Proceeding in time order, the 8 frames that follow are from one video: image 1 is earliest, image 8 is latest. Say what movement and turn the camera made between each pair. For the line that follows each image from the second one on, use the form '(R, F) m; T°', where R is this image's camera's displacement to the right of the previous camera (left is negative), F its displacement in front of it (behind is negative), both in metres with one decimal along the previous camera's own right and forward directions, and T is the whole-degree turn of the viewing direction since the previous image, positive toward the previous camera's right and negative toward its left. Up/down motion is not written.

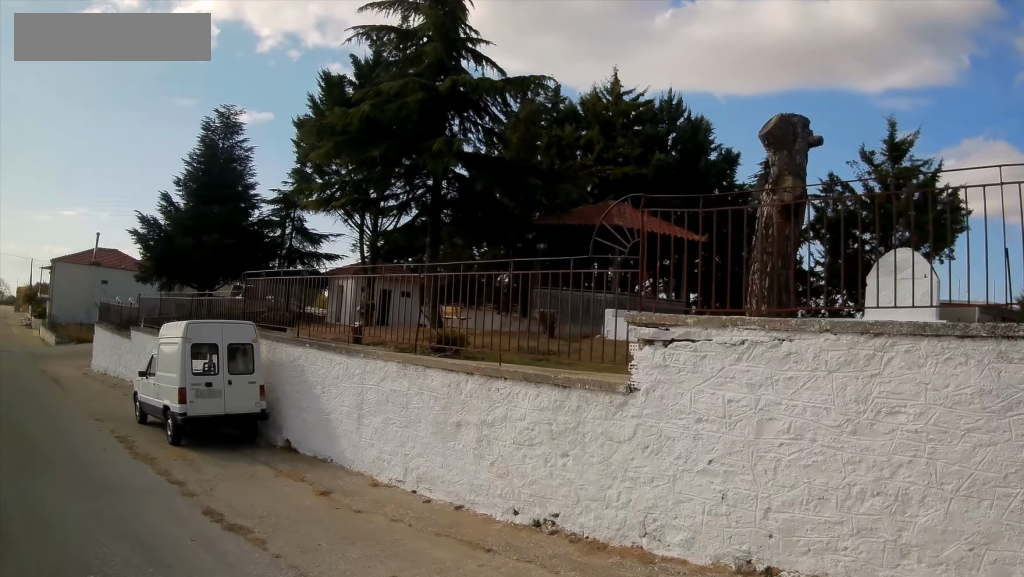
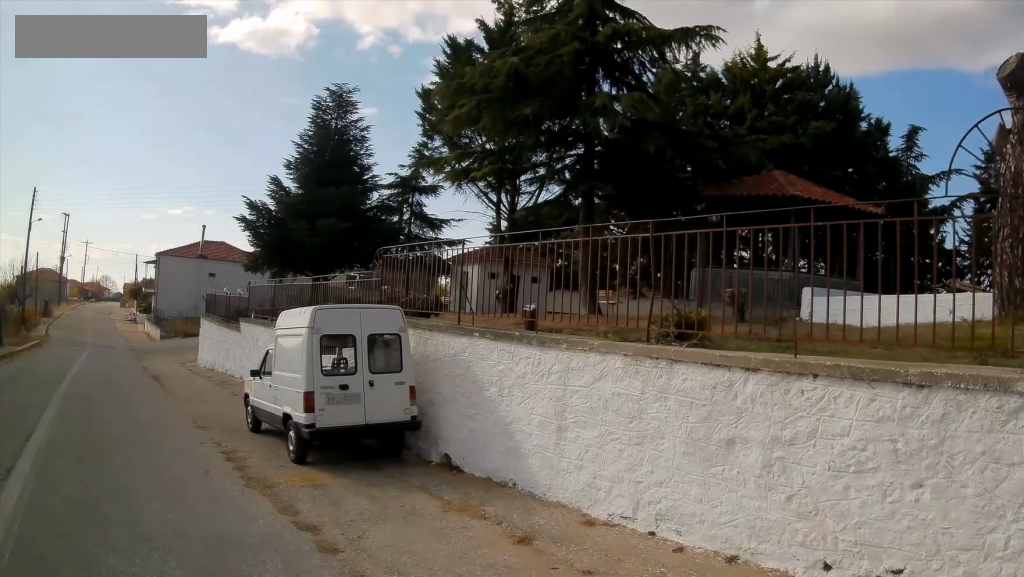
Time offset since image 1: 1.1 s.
(-0.6, +2.2) m; -13°
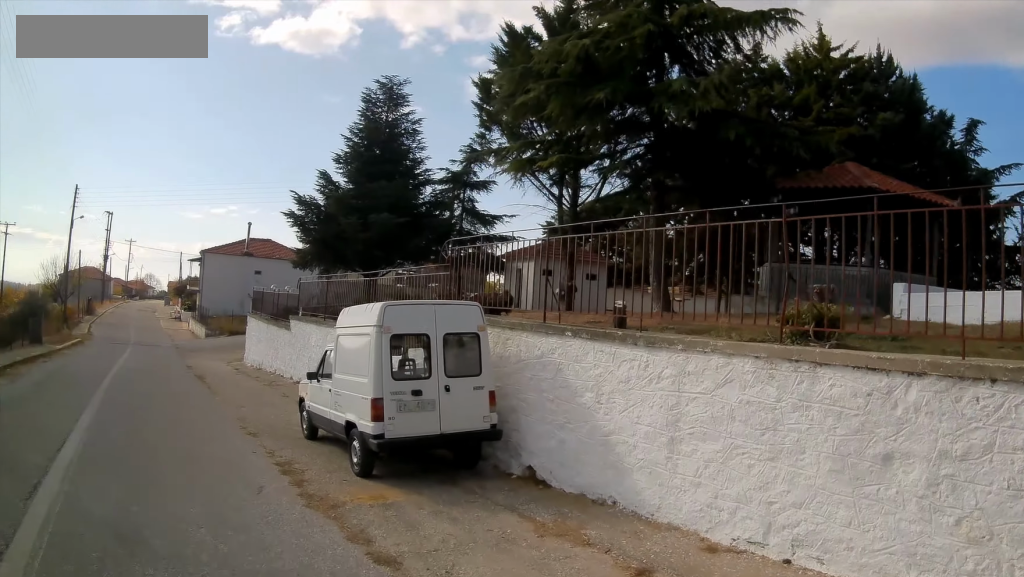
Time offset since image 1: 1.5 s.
(+0.1, +0.9) m; -4°
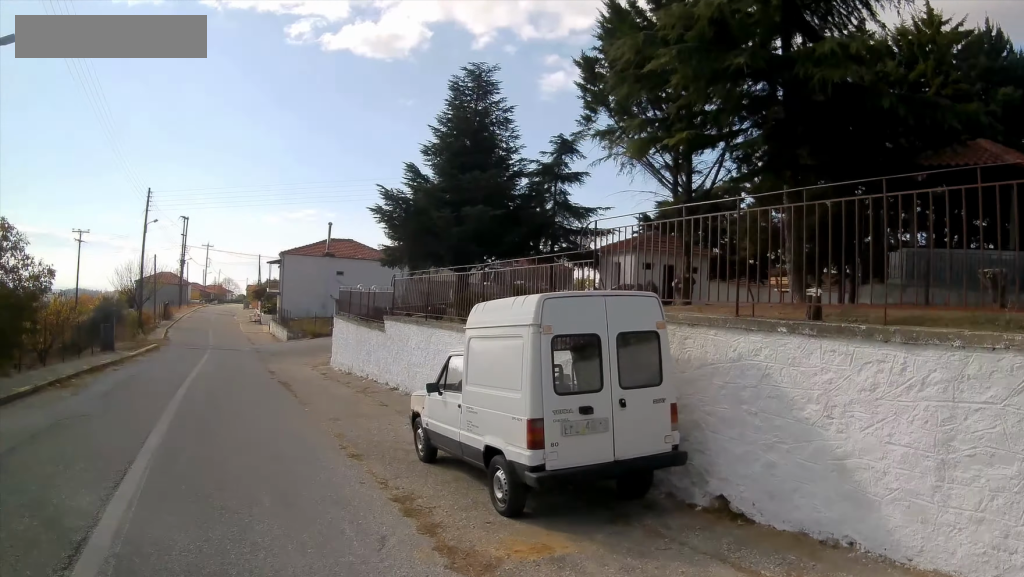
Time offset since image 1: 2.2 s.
(0.0, +1.6) m; -8°
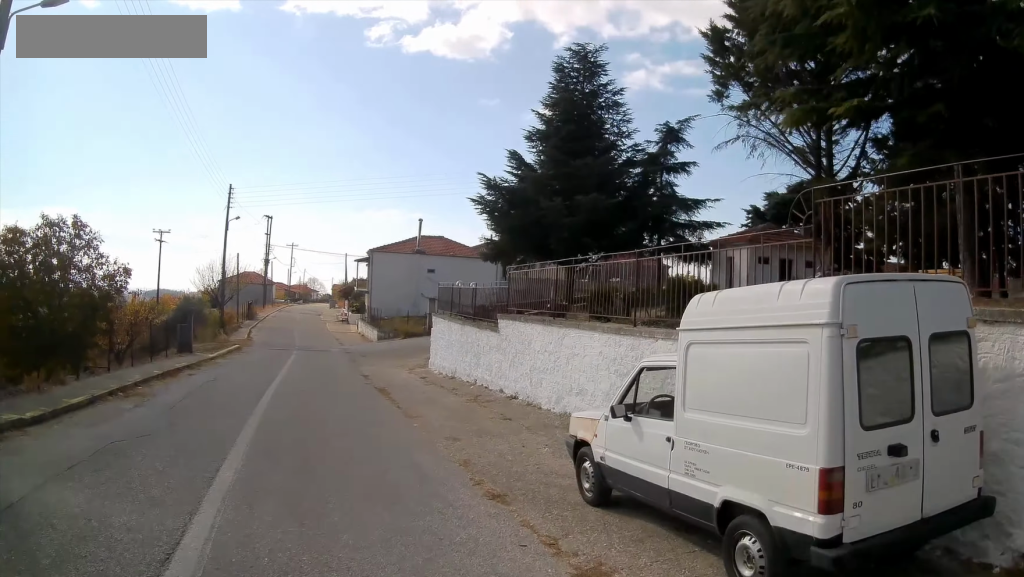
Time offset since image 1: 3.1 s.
(-0.3, +1.8) m; -11°
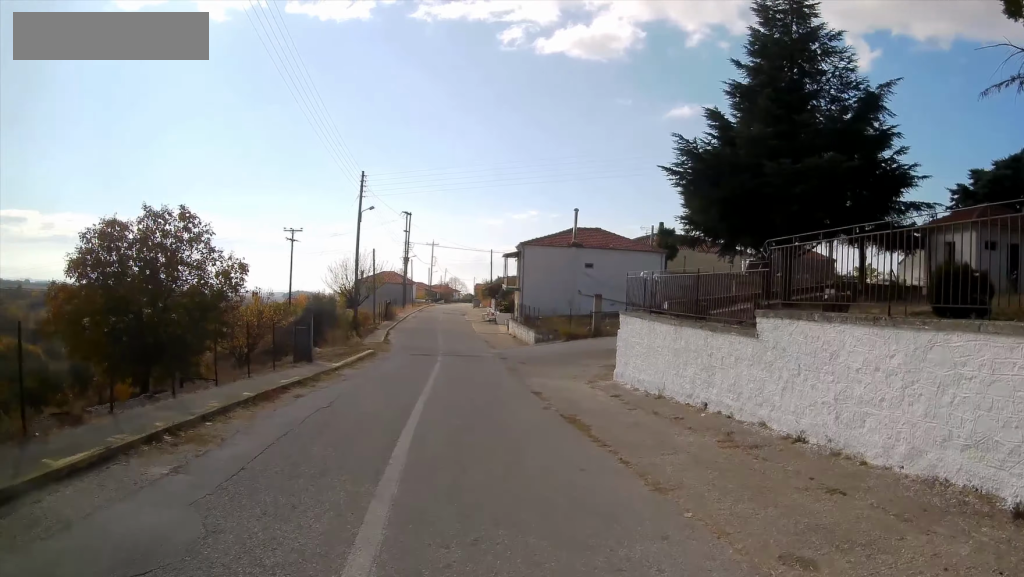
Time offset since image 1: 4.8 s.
(-0.2, +4.6) m; +1°
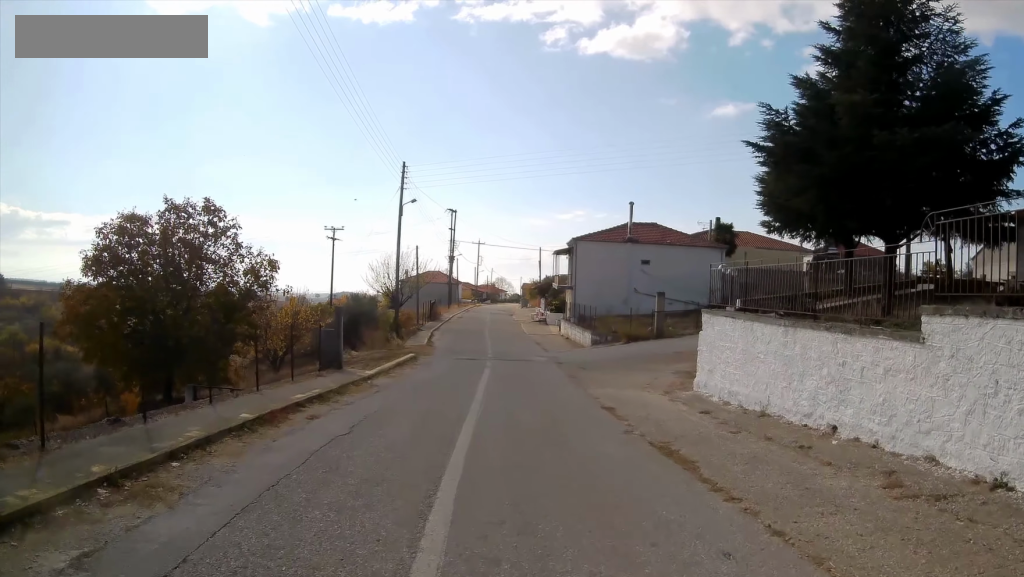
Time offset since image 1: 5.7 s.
(+0.1, +2.5) m; +2°
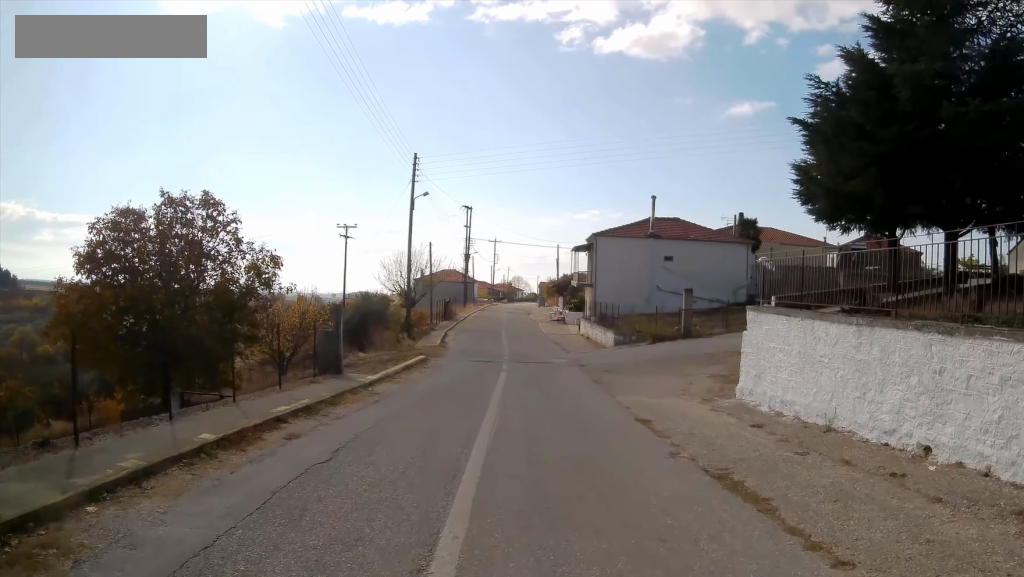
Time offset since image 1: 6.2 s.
(0.0, +1.7) m; +1°
